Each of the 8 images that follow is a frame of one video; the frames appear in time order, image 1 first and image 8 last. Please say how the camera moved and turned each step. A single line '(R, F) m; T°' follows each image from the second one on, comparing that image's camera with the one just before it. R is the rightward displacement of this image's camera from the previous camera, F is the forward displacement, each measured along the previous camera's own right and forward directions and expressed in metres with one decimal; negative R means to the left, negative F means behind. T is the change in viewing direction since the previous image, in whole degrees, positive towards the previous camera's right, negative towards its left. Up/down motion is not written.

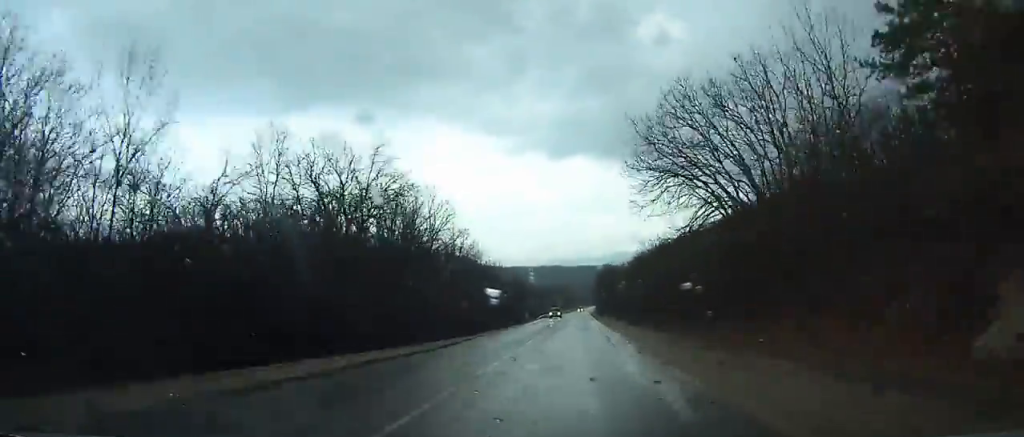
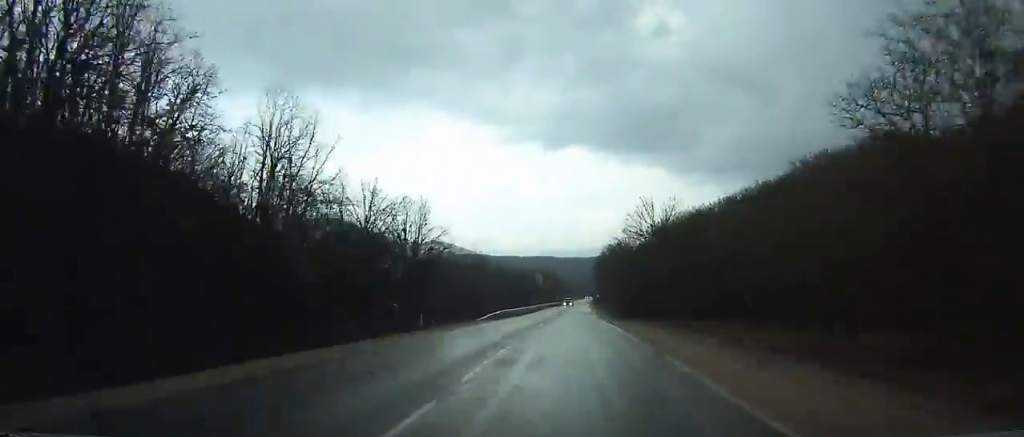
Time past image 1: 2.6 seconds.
(+0.2, +58.9) m; +1°
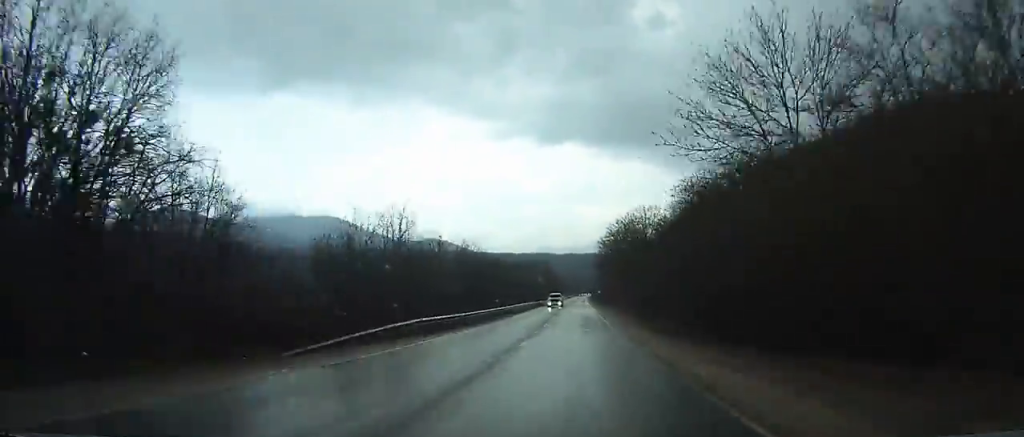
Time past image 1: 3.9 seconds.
(+0.1, +30.2) m; 0°
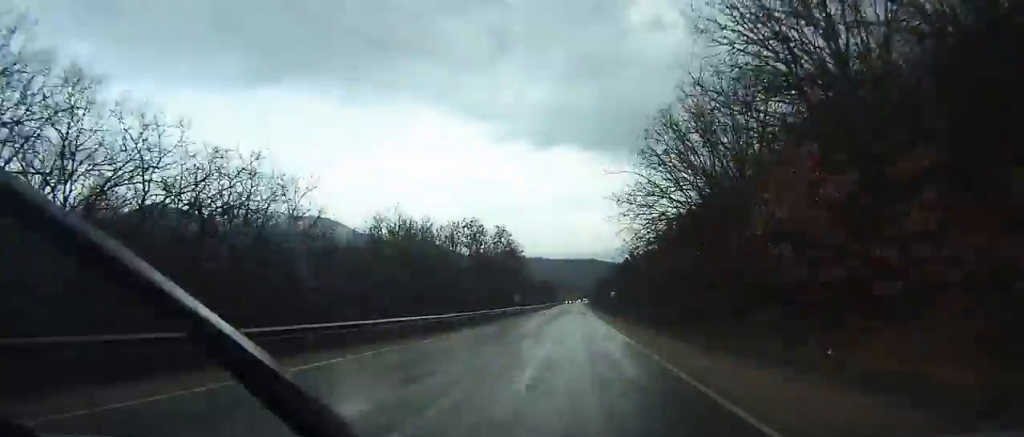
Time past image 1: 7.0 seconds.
(+0.6, +73.1) m; +1°
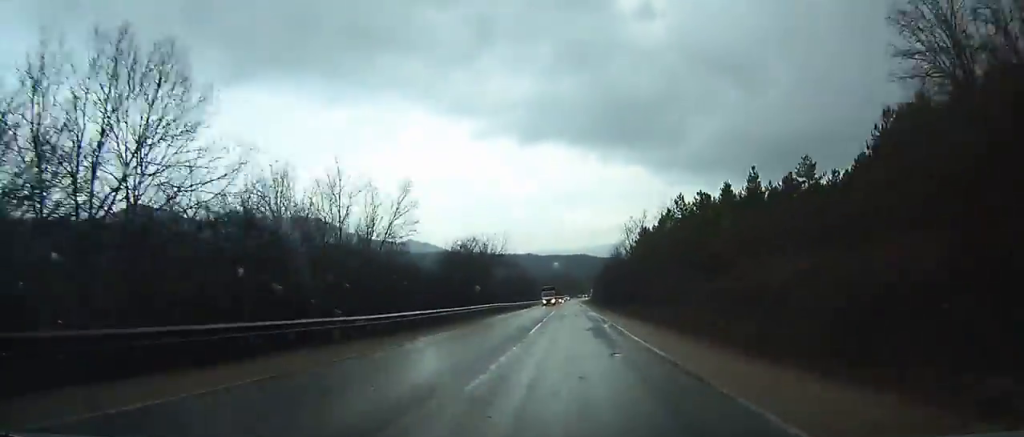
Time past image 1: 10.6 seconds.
(+0.8, +85.3) m; +1°
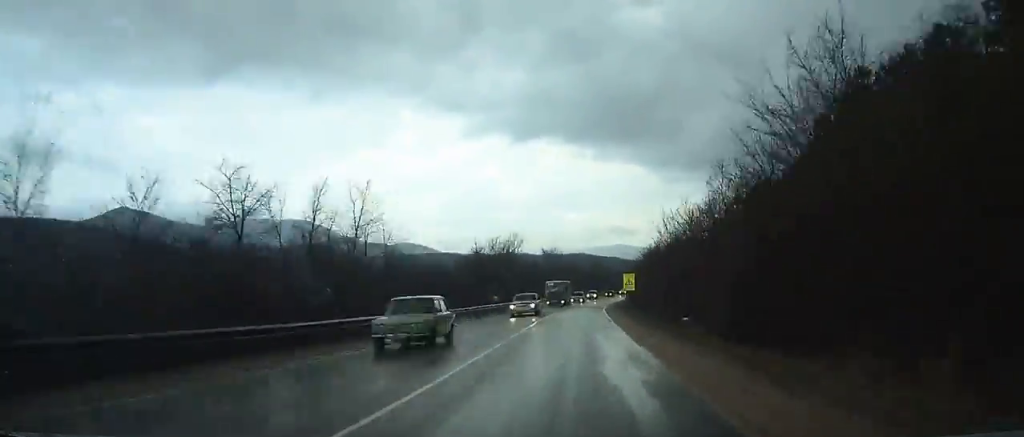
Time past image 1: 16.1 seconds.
(+0.8, +126.9) m; +3°
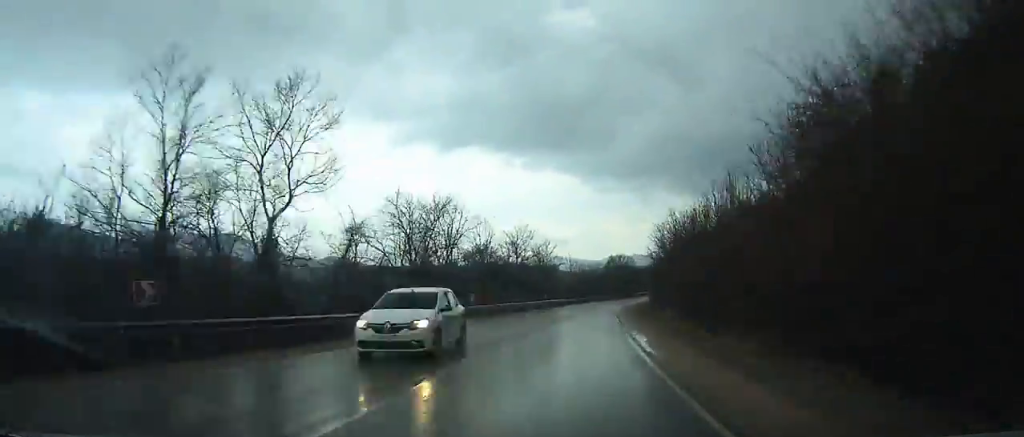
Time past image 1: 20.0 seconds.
(+4.3, +87.7) m; +7°
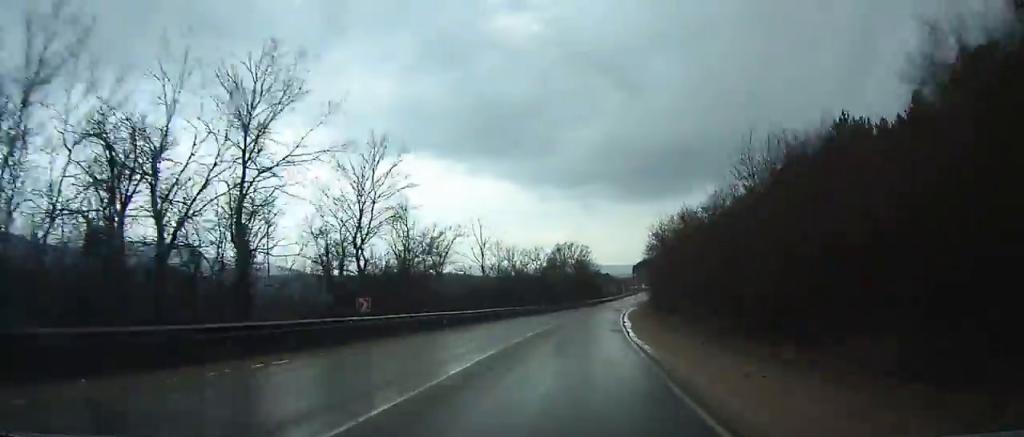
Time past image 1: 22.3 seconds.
(+2.6, +52.0) m; +5°
